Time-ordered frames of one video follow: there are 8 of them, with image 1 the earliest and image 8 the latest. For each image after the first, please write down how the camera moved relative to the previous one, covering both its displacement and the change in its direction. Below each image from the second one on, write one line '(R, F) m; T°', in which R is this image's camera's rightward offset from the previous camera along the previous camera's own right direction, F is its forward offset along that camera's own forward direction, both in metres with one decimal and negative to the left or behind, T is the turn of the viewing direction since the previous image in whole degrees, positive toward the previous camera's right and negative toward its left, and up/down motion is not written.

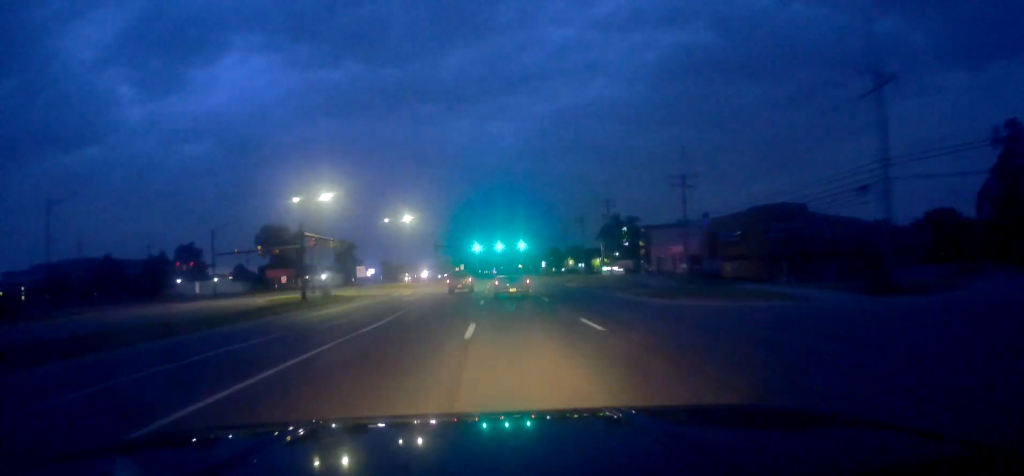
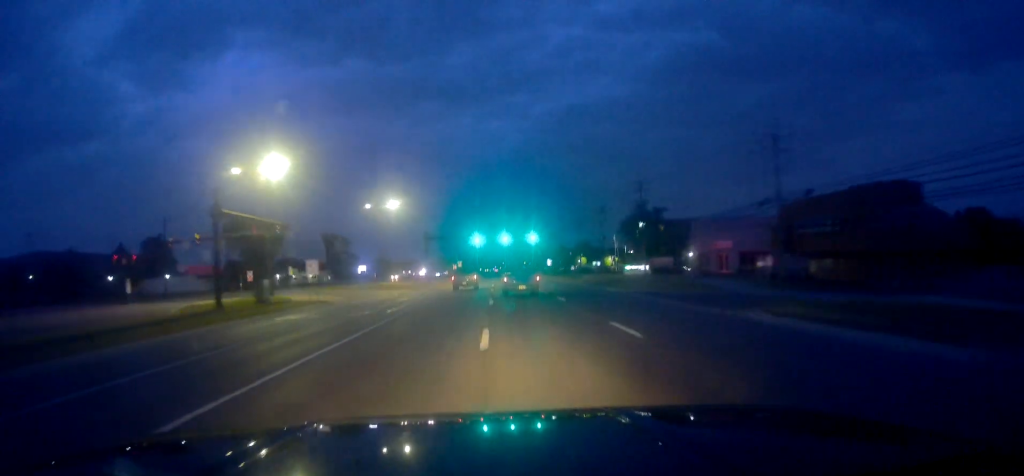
(+0.5, +18.4) m; 0°
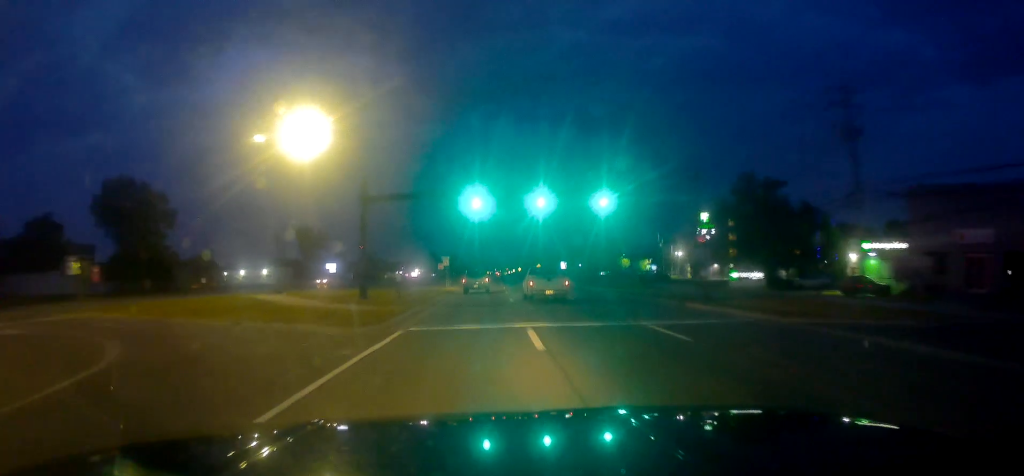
(-1.0, +44.6) m; -2°
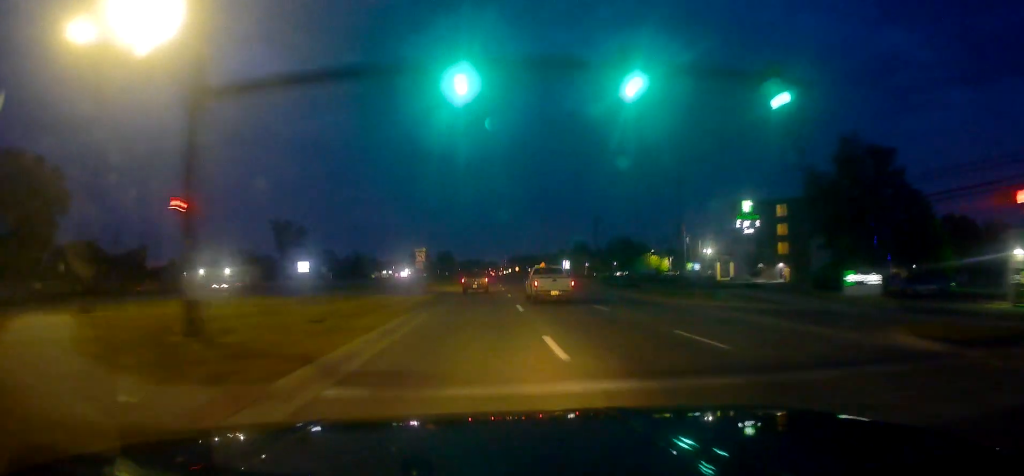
(0.0, +22.0) m; +1°
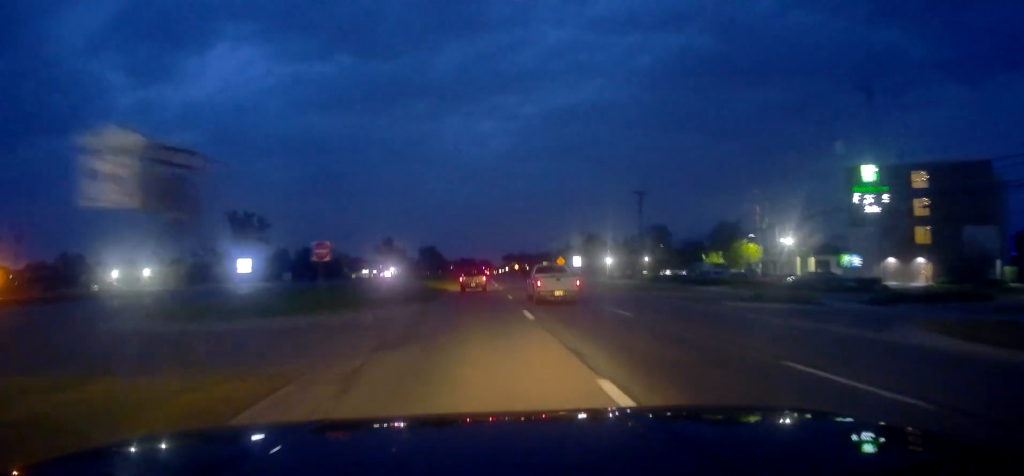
(+0.5, +35.9) m; +1°
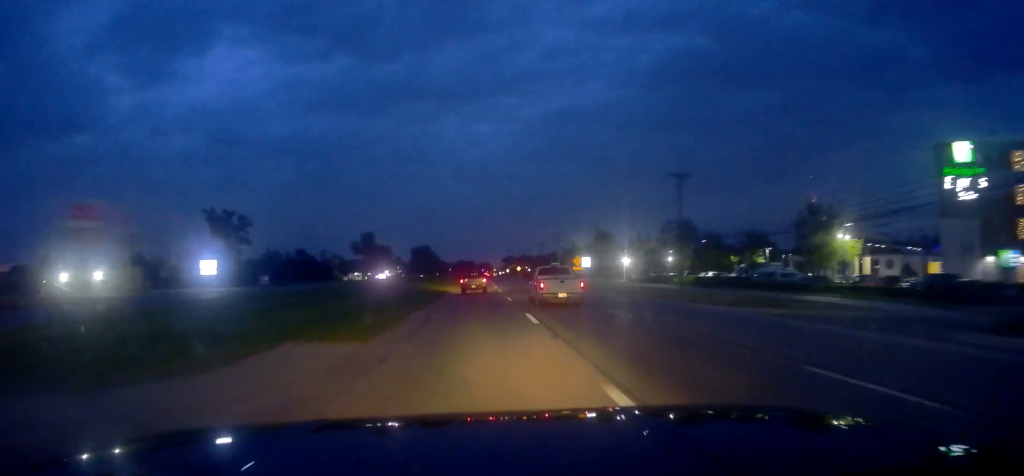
(0.0, +16.7) m; 0°
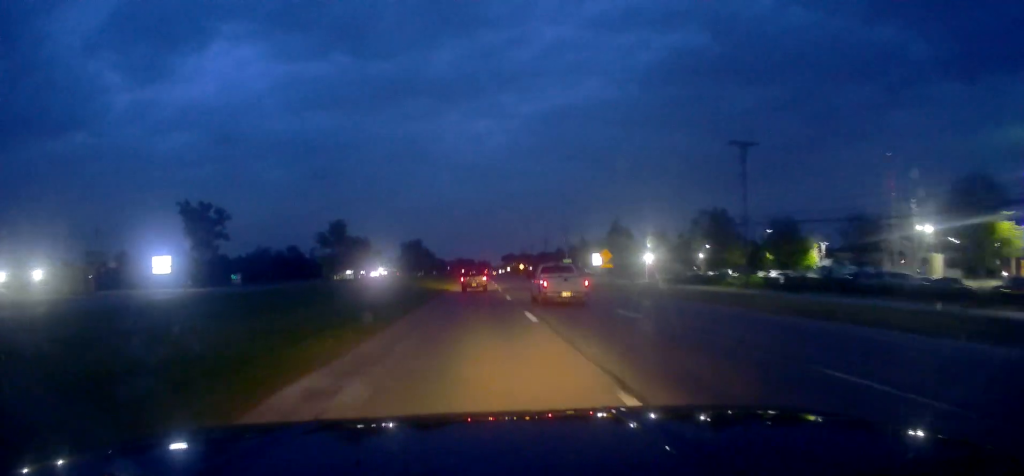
(0.0, +16.9) m; 0°
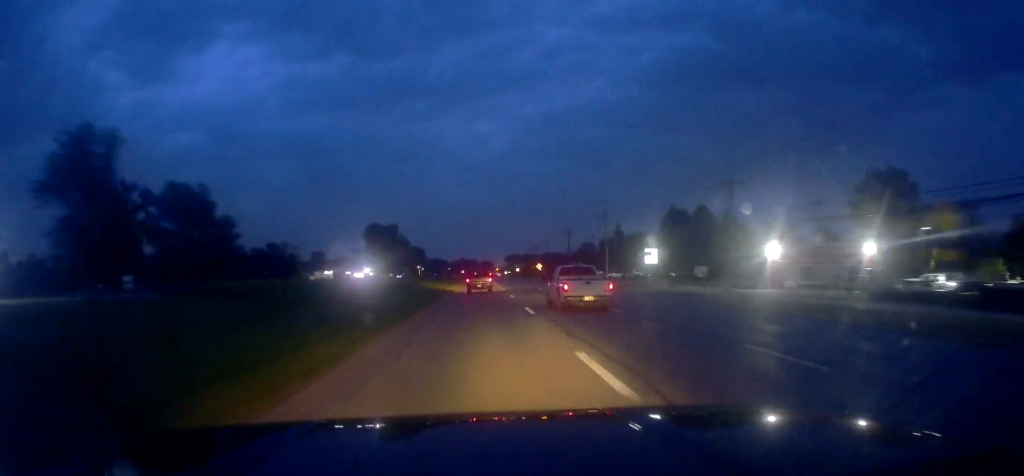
(-0.3, +42.7) m; 0°
